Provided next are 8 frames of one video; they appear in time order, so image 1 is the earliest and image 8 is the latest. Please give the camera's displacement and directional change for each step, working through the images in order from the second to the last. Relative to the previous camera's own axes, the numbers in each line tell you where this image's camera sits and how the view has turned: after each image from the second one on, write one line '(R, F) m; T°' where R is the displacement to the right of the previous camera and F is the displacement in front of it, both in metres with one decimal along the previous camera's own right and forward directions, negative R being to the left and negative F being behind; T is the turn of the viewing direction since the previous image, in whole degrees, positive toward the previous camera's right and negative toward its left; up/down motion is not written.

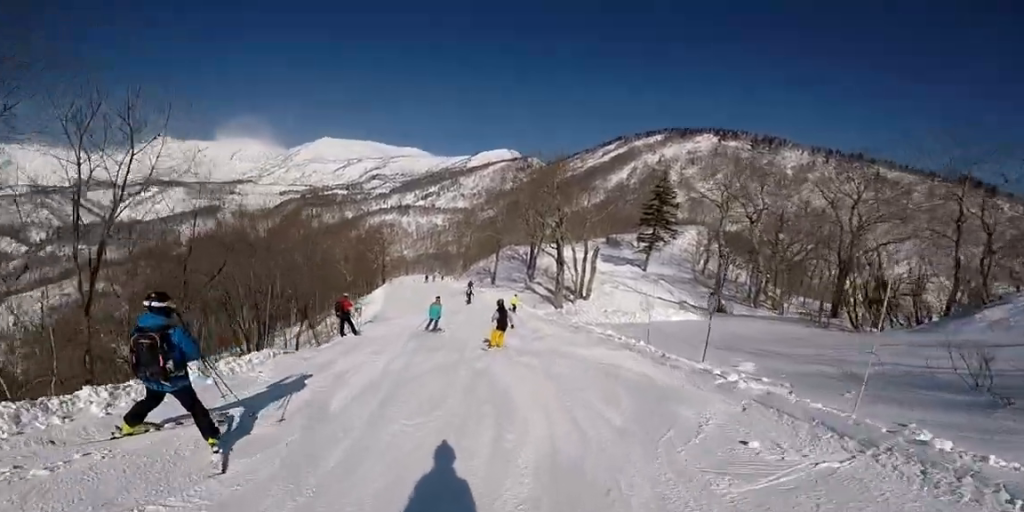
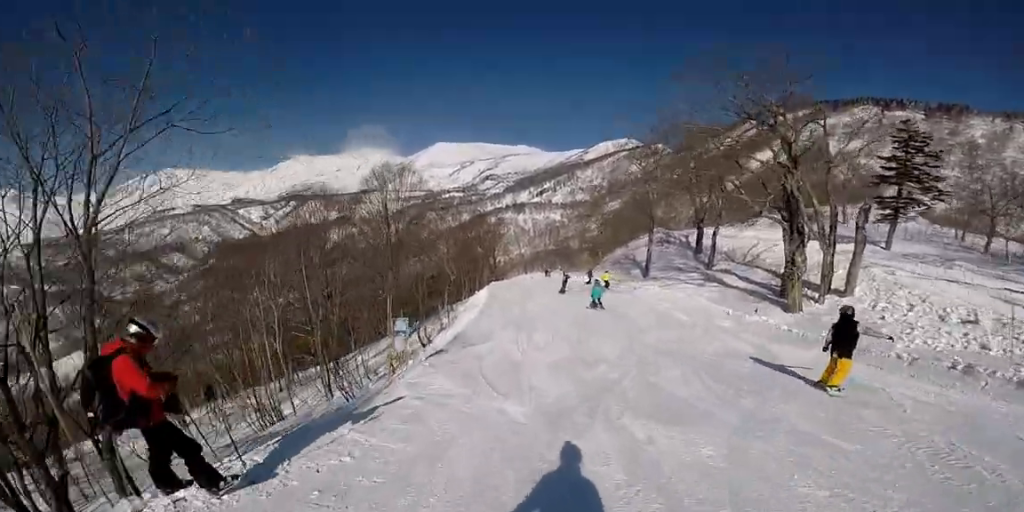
(-2.0, +12.8) m; -6°
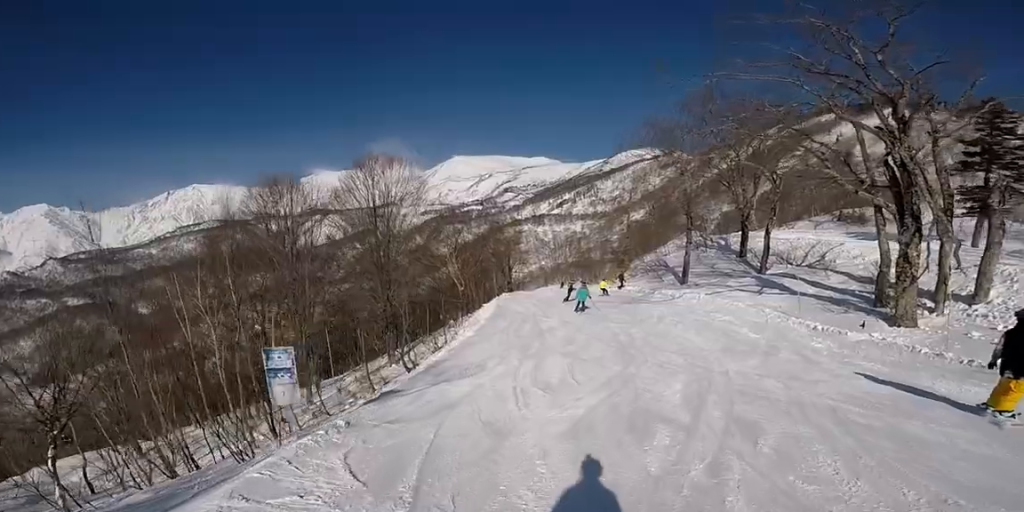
(+0.3, +5.0) m; +4°
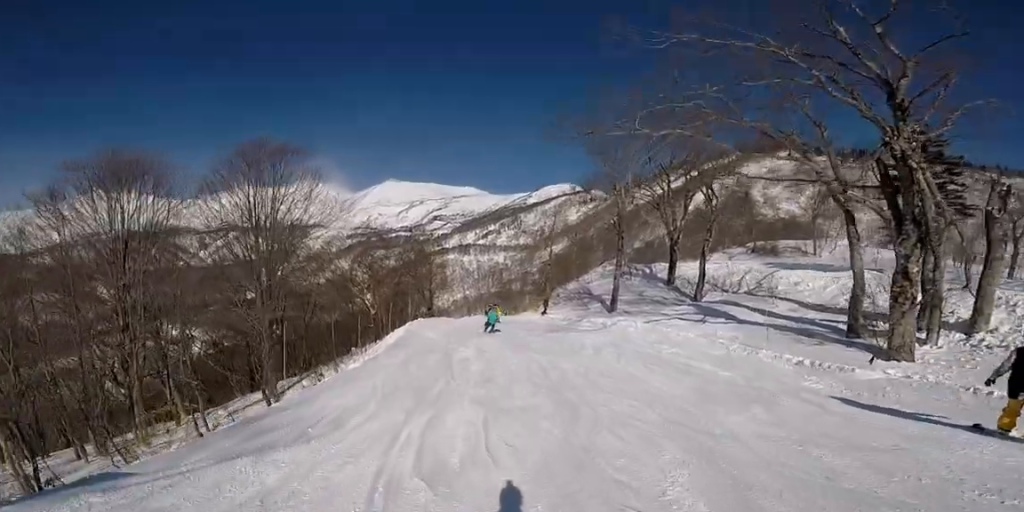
(+0.5, +4.2) m; +1°
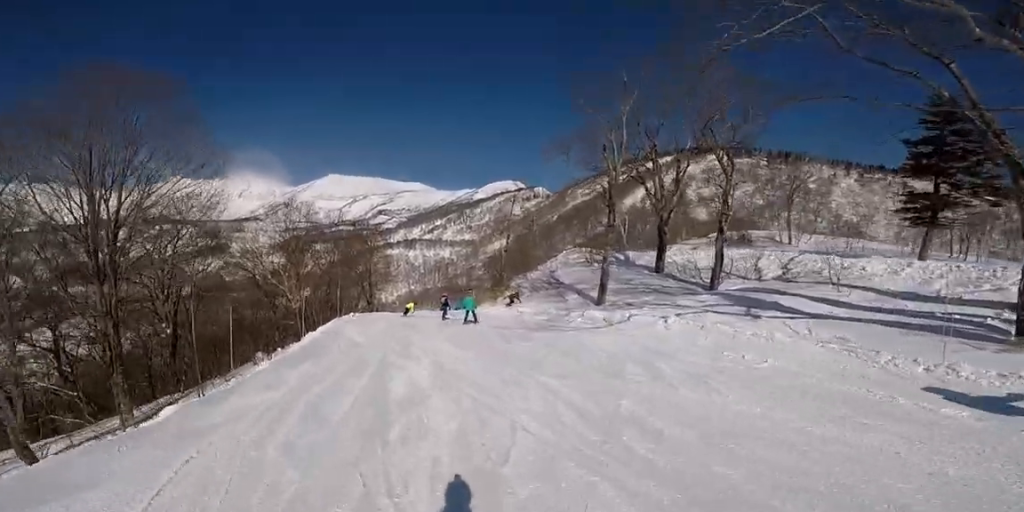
(-0.5, +6.2) m; -7°
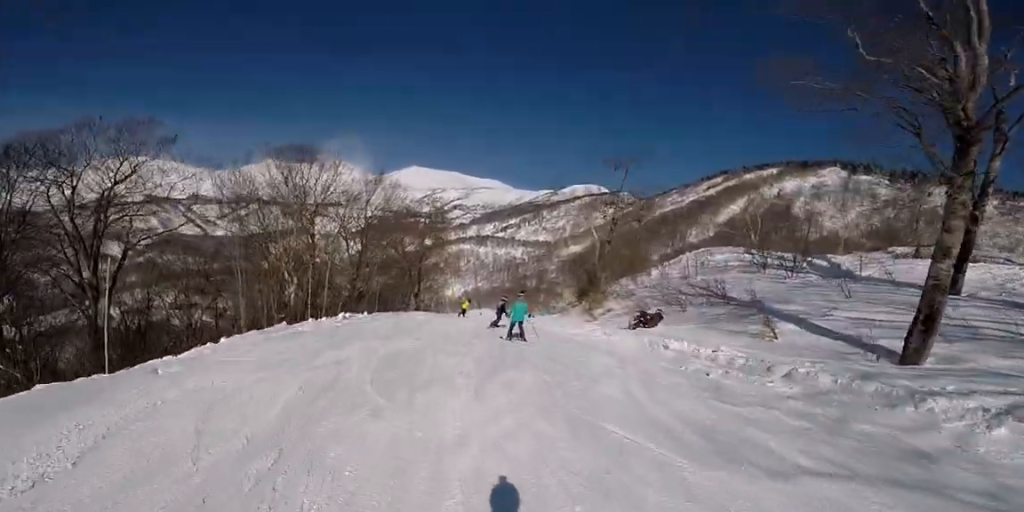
(-0.1, +11.0) m; +3°
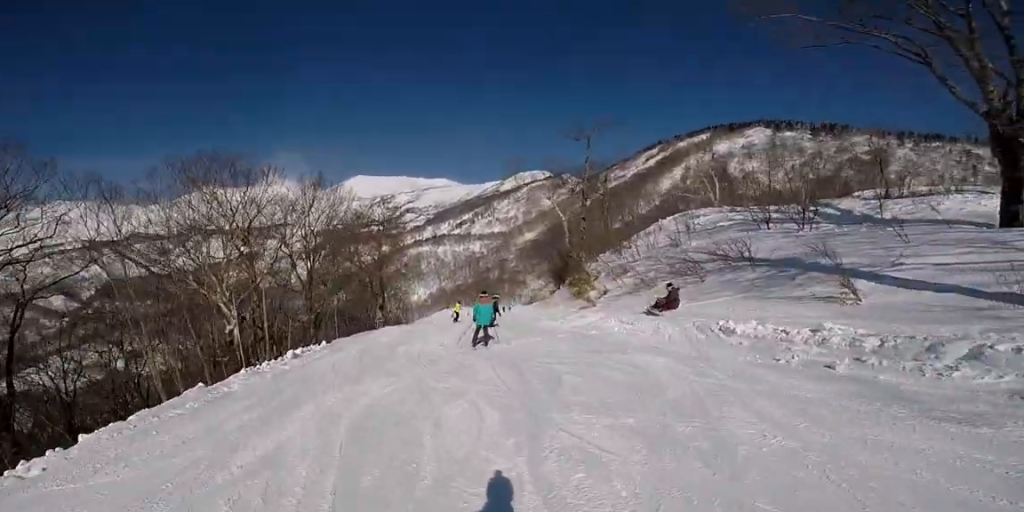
(+0.3, +3.2) m; +2°
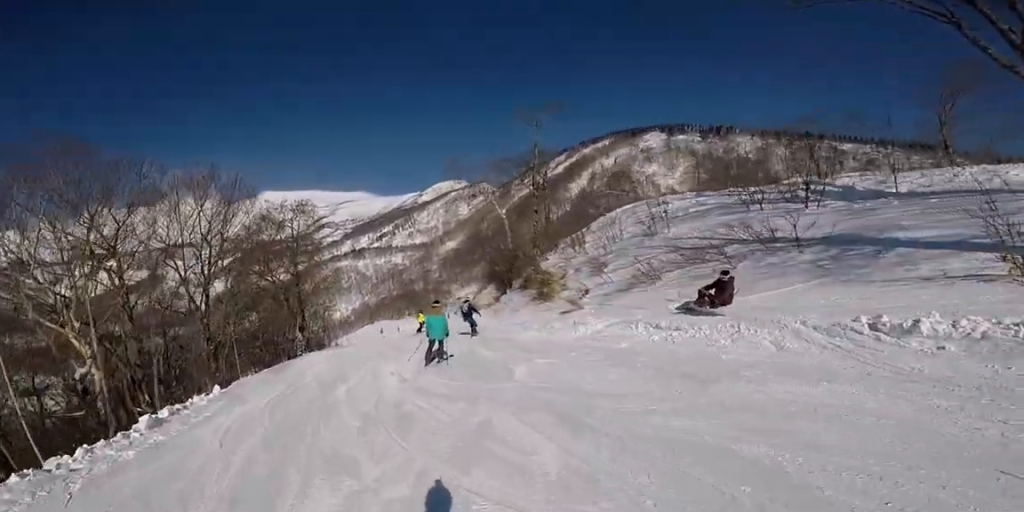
(-0.2, +4.6) m; +1°
